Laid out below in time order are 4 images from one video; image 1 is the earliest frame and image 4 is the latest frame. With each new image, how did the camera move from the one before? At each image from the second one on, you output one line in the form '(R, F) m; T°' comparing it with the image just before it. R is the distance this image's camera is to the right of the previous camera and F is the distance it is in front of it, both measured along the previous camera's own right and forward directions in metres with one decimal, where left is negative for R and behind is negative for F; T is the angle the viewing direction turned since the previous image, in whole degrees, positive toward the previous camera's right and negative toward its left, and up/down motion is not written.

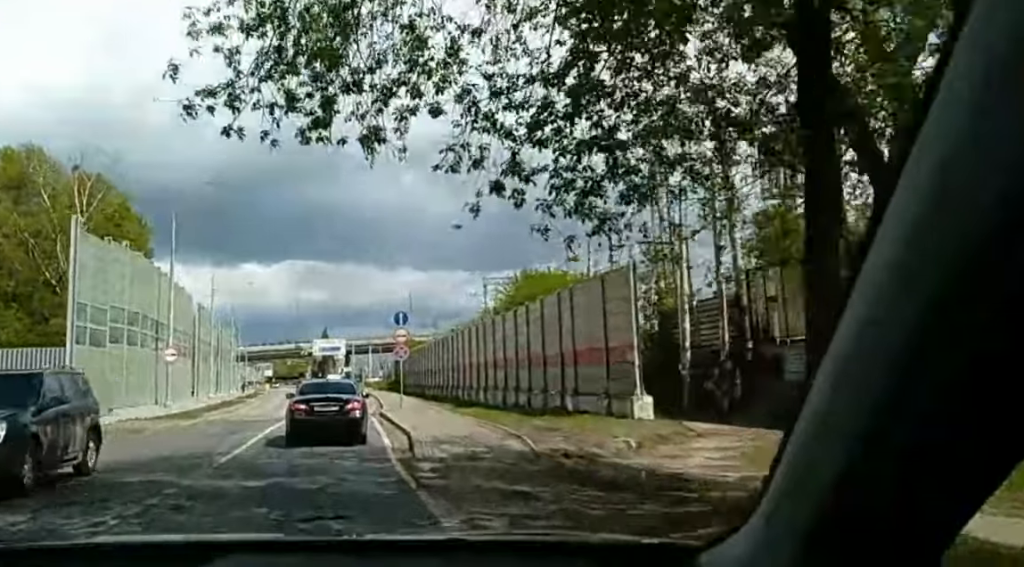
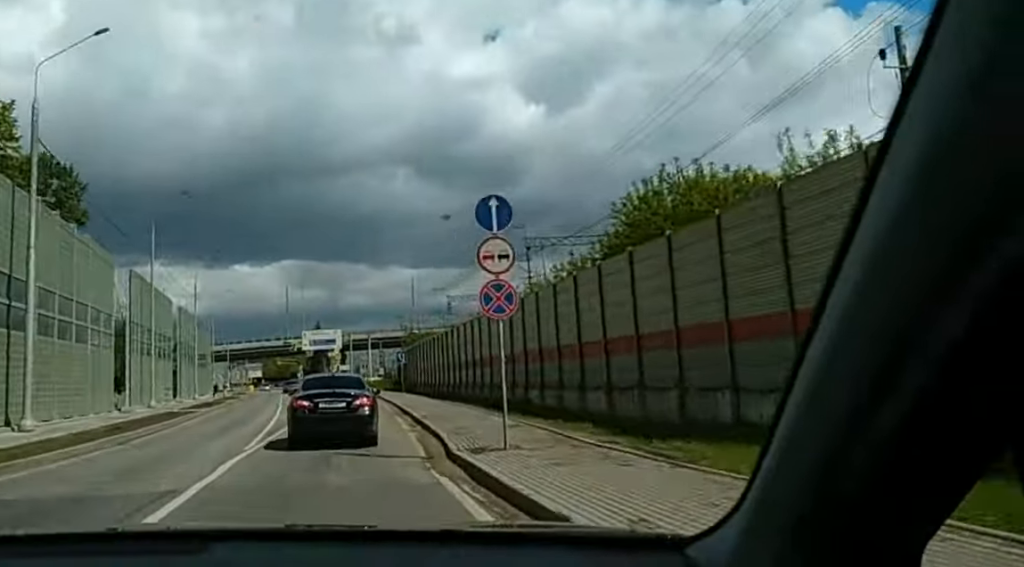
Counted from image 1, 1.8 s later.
(-0.6, +26.2) m; -3°
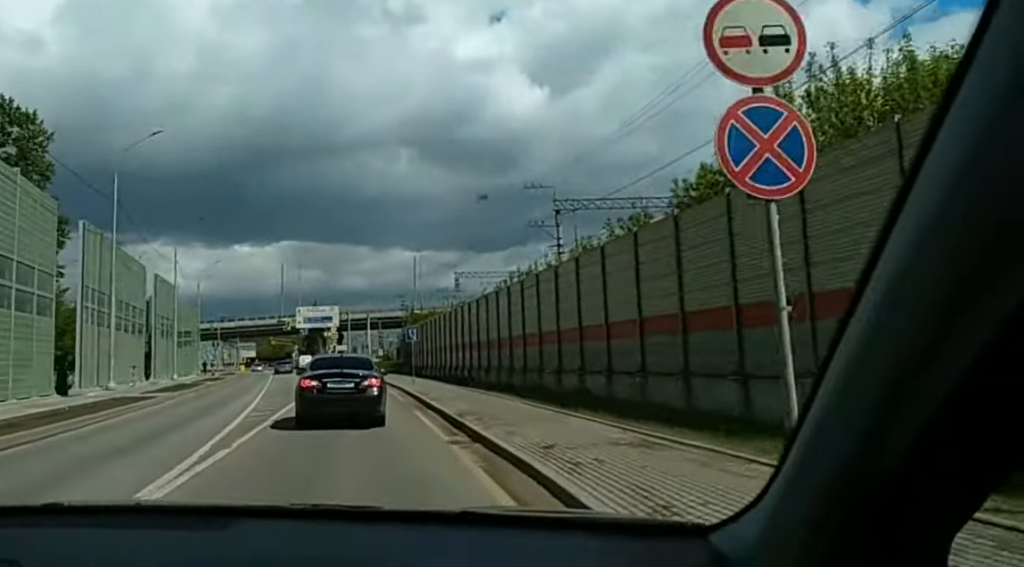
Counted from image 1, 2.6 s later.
(-0.1, +10.7) m; 0°
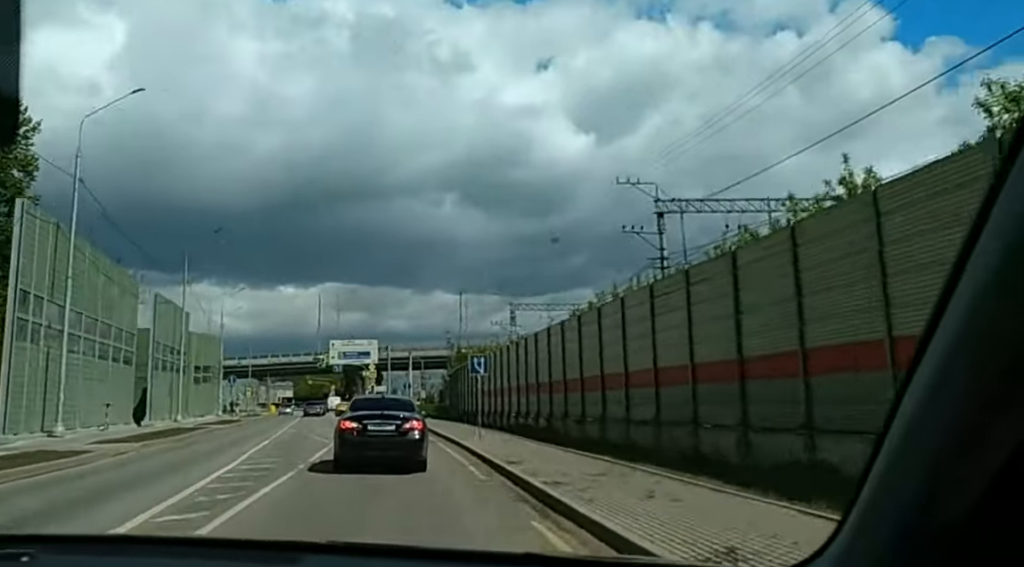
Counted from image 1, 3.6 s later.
(+0.1, +14.1) m; +1°
